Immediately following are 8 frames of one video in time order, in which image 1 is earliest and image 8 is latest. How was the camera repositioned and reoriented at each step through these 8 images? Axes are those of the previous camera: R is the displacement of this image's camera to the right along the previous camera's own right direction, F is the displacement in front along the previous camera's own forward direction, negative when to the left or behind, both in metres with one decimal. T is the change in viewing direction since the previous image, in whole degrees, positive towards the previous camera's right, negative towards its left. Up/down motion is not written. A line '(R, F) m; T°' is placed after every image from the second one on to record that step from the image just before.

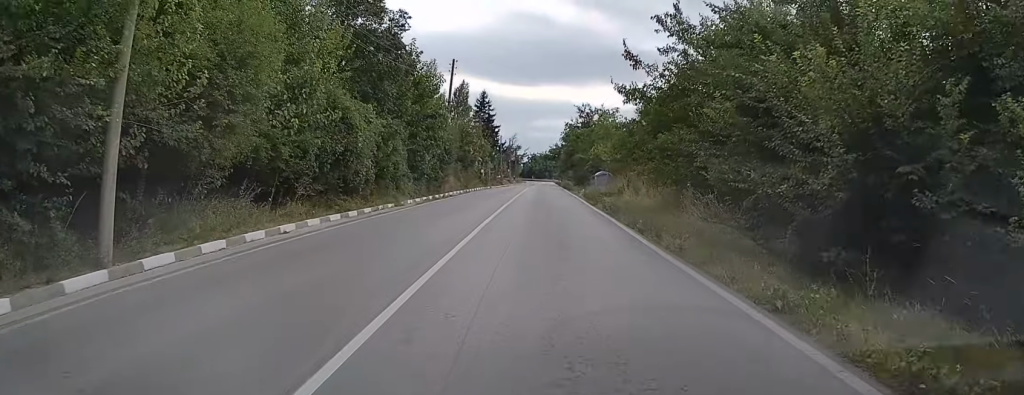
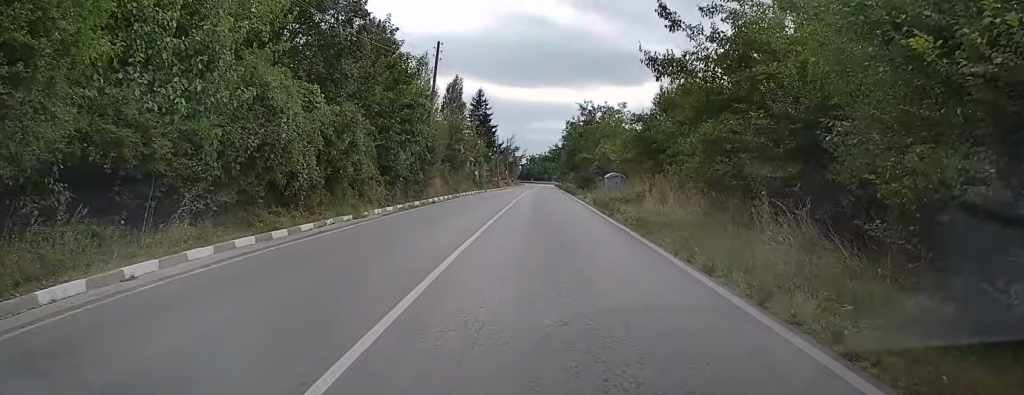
(0.0, +6.7) m; 0°
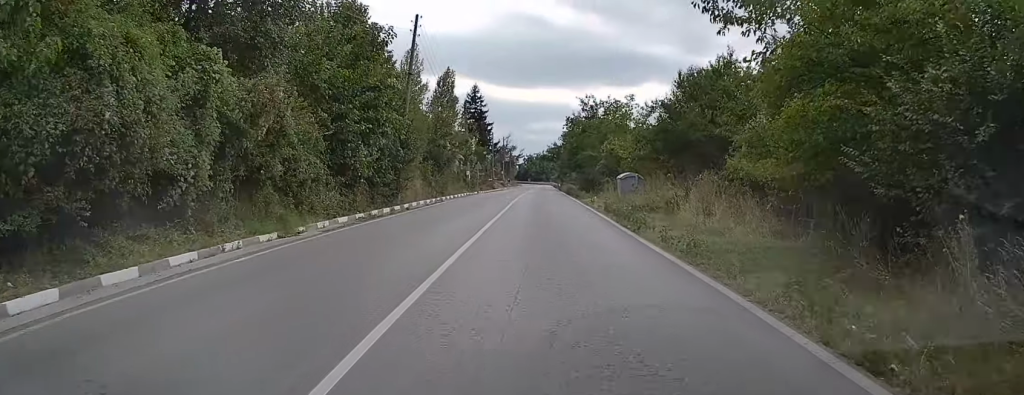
(0.0, +6.6) m; 0°
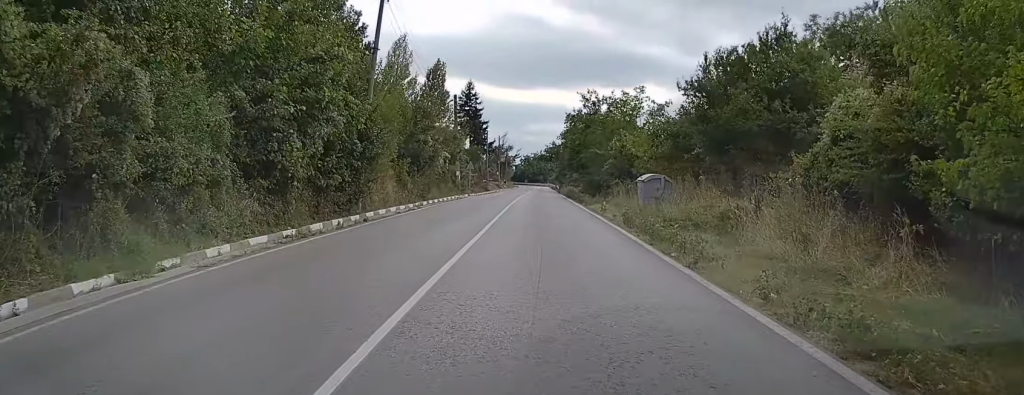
(0.0, +6.6) m; 0°
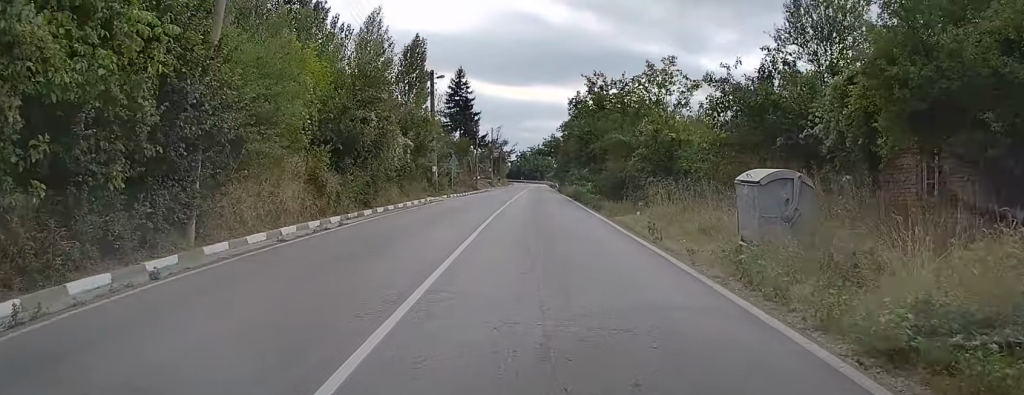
(+0.1, +12.2) m; 0°
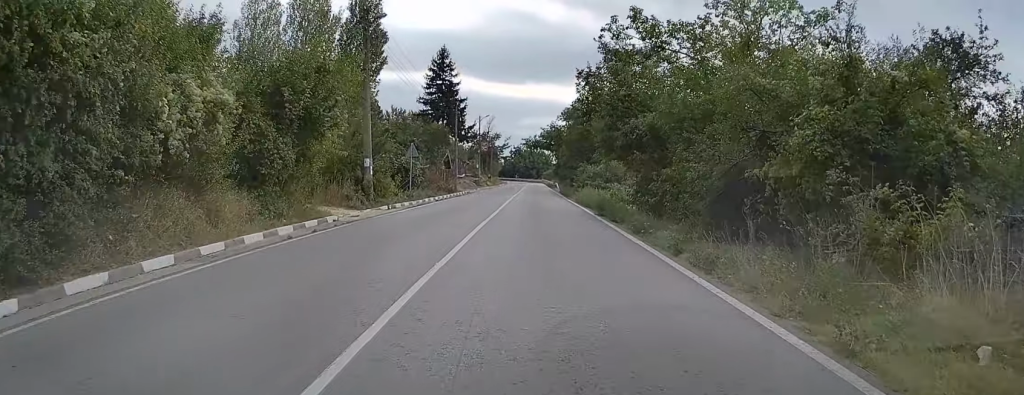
(-0.1, +18.2) m; 0°
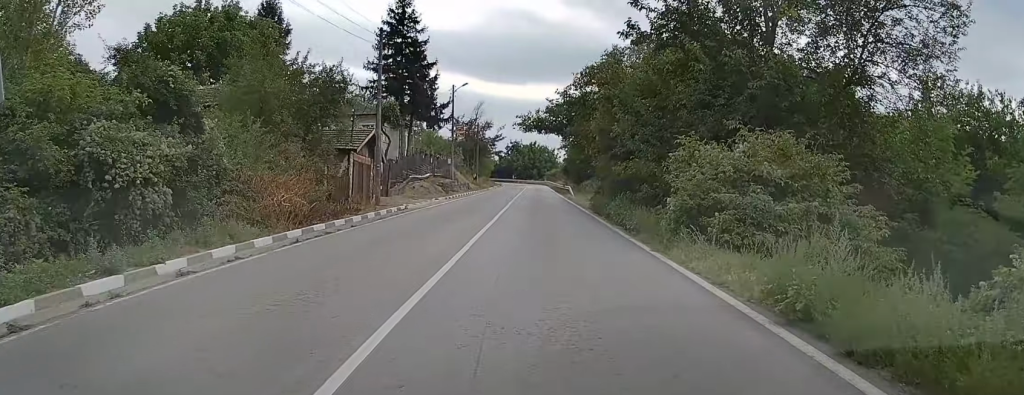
(+0.3, +32.3) m; 0°
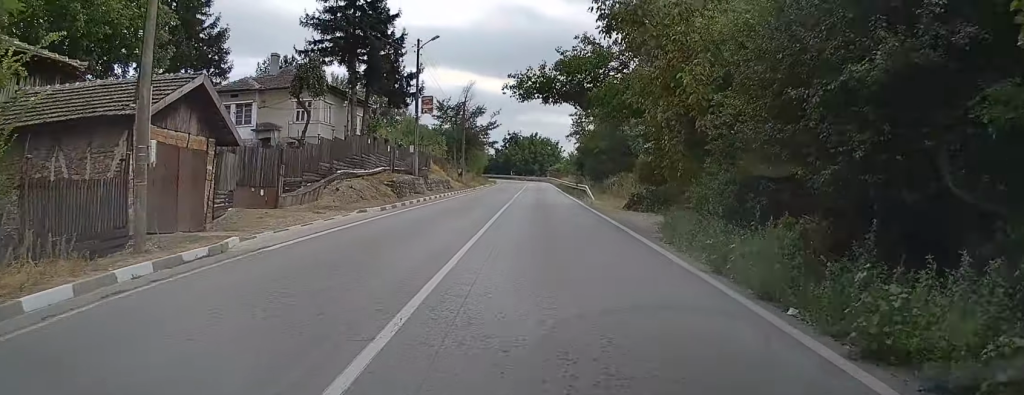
(-0.1, +19.4) m; 0°
